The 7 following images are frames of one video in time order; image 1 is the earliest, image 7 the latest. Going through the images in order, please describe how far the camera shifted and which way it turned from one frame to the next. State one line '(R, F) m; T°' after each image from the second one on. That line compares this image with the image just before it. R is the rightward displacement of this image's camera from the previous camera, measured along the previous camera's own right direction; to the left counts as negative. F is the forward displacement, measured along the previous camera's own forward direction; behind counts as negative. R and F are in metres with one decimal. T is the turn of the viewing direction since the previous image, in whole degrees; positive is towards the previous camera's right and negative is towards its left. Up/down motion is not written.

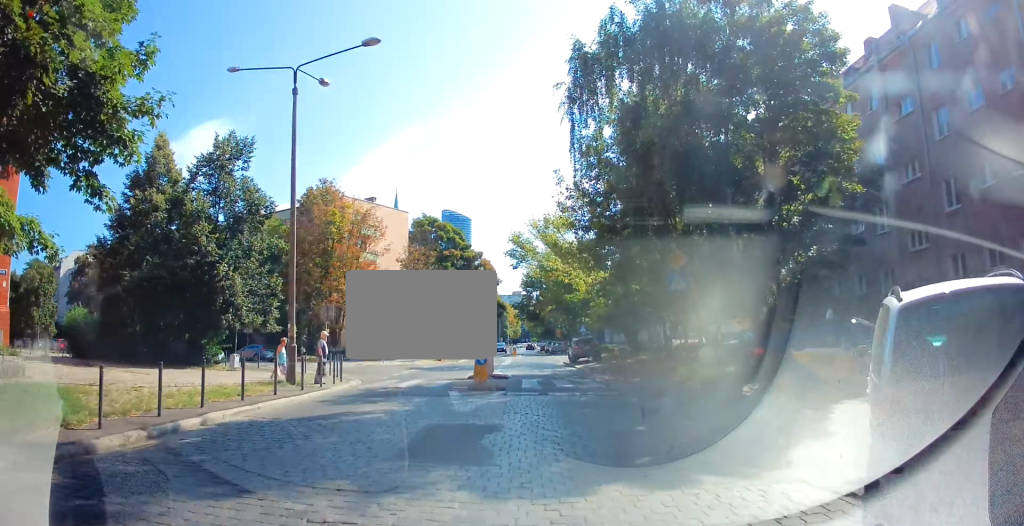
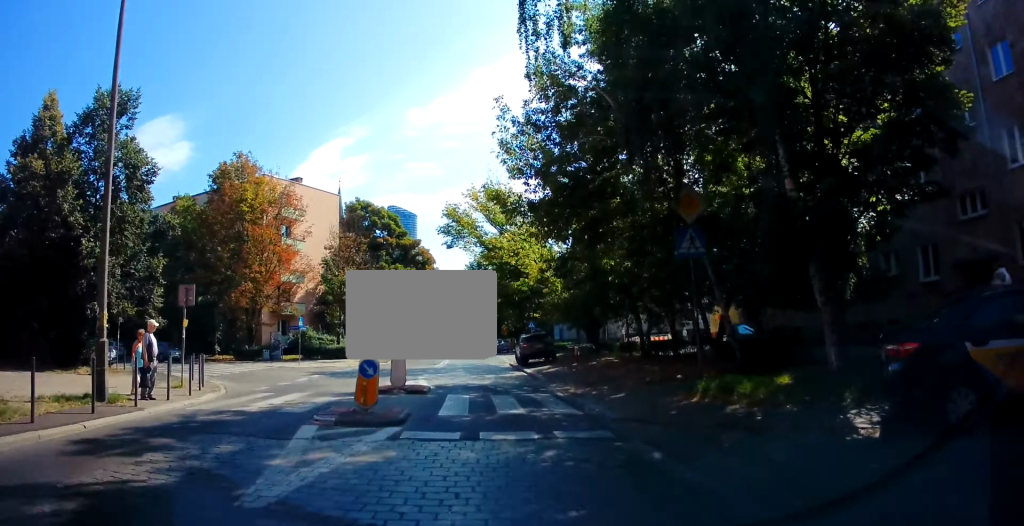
(+0.2, +6.3) m; +2°
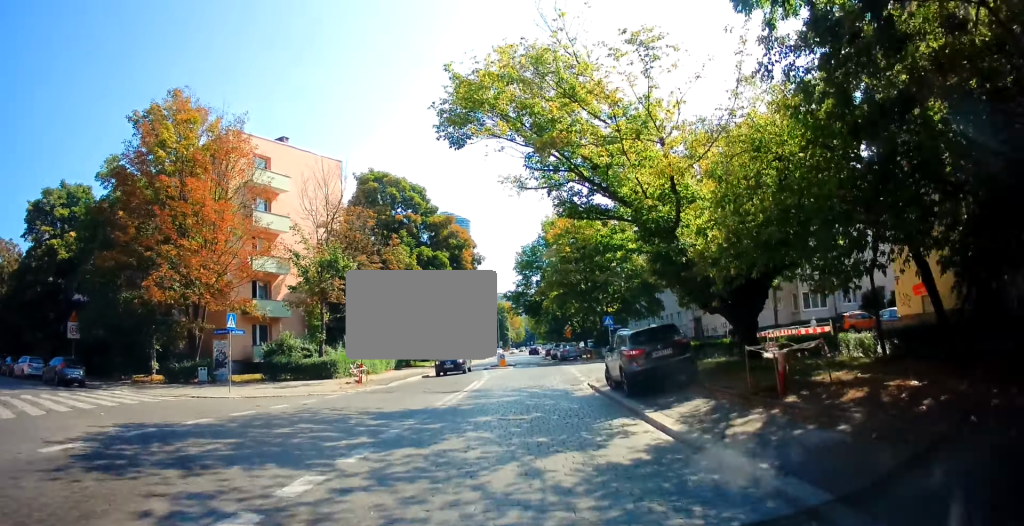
(+0.2, +14.7) m; +1°
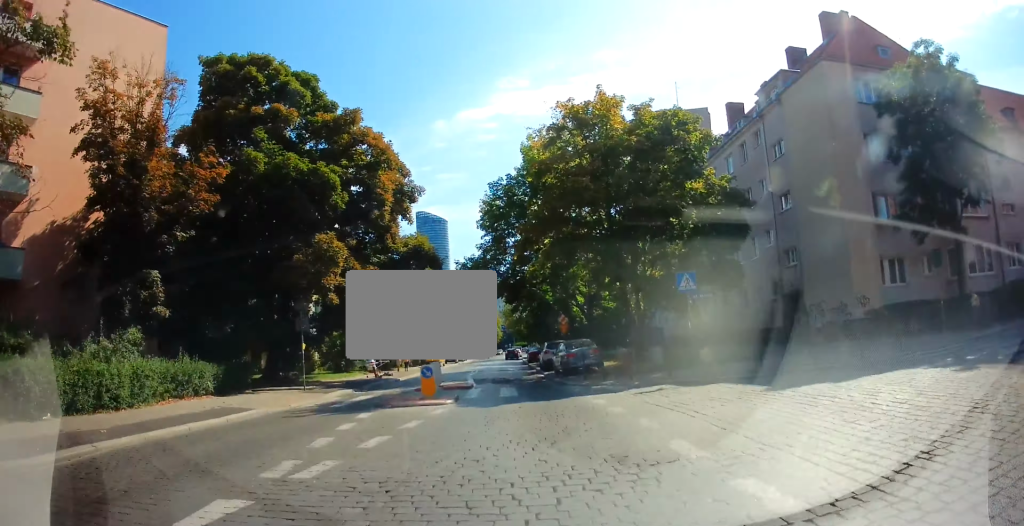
(0.0, +21.8) m; -2°
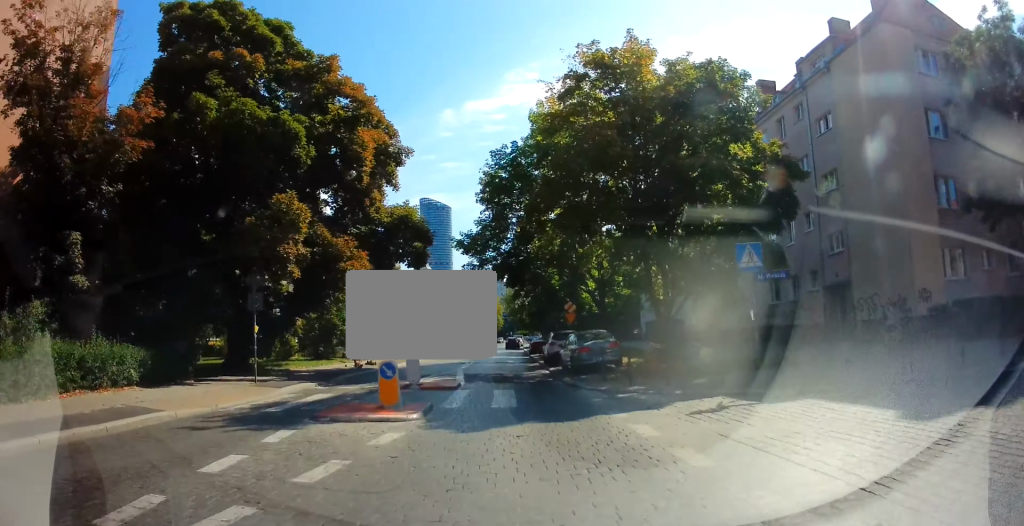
(-0.1, +4.4) m; -1°
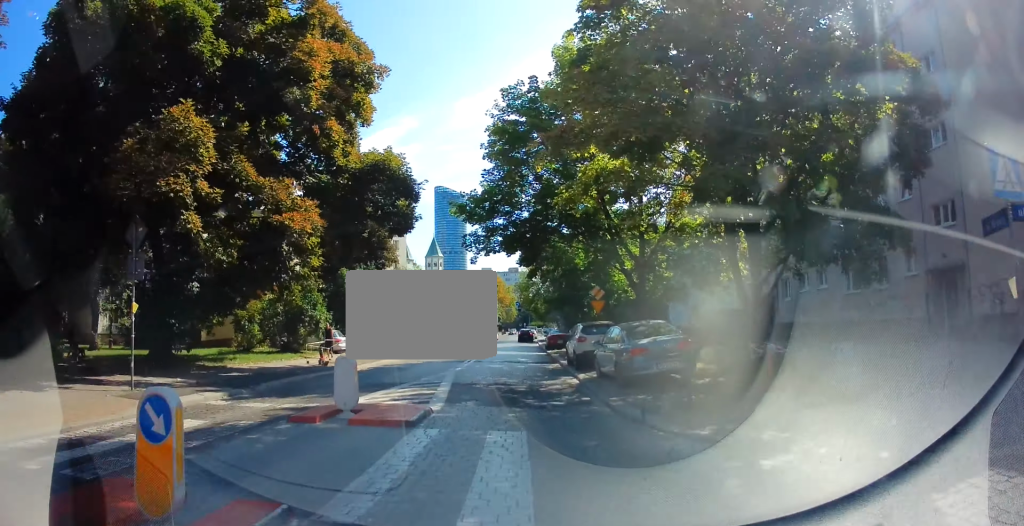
(-0.4, +7.2) m; 0°
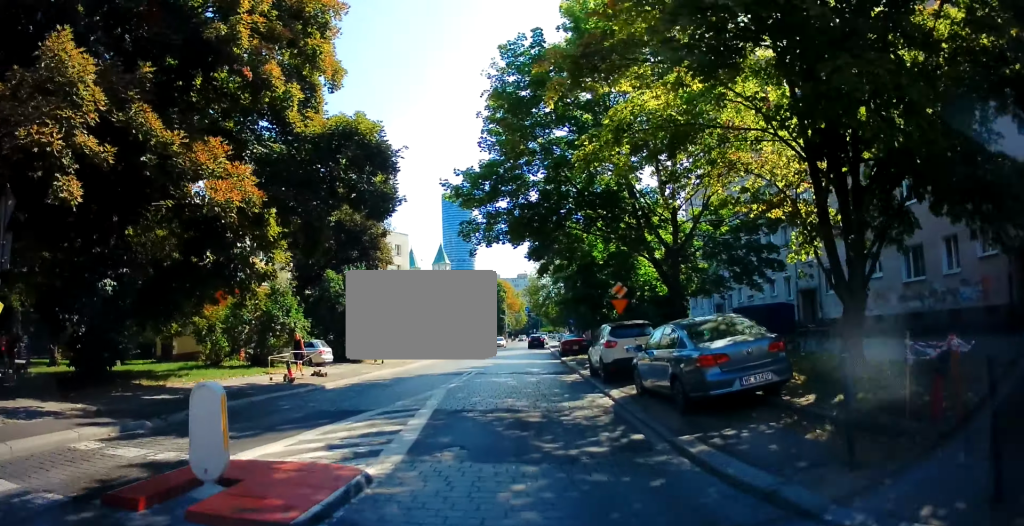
(+0.1, +4.4) m; 0°
